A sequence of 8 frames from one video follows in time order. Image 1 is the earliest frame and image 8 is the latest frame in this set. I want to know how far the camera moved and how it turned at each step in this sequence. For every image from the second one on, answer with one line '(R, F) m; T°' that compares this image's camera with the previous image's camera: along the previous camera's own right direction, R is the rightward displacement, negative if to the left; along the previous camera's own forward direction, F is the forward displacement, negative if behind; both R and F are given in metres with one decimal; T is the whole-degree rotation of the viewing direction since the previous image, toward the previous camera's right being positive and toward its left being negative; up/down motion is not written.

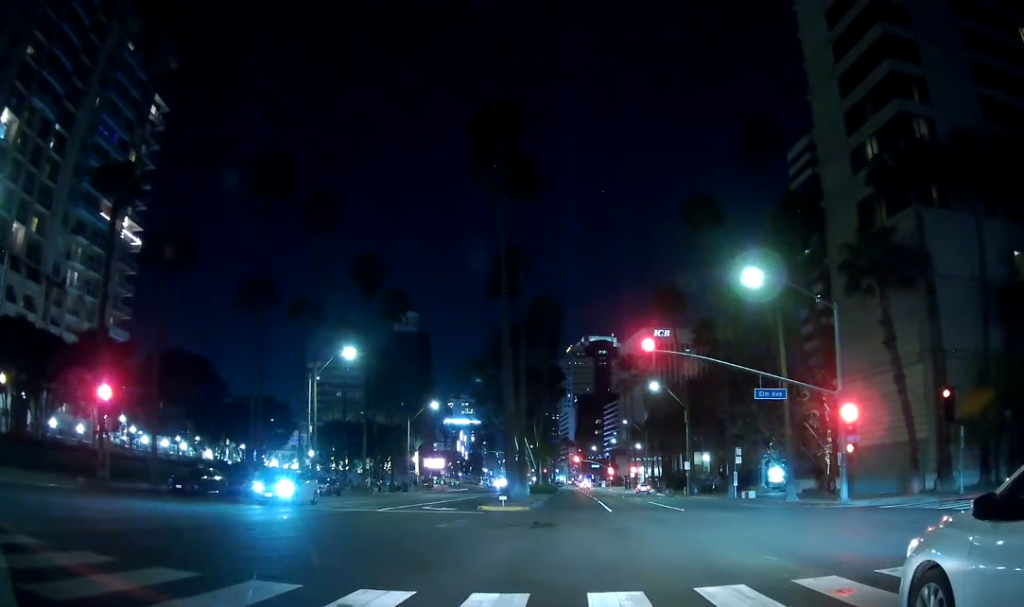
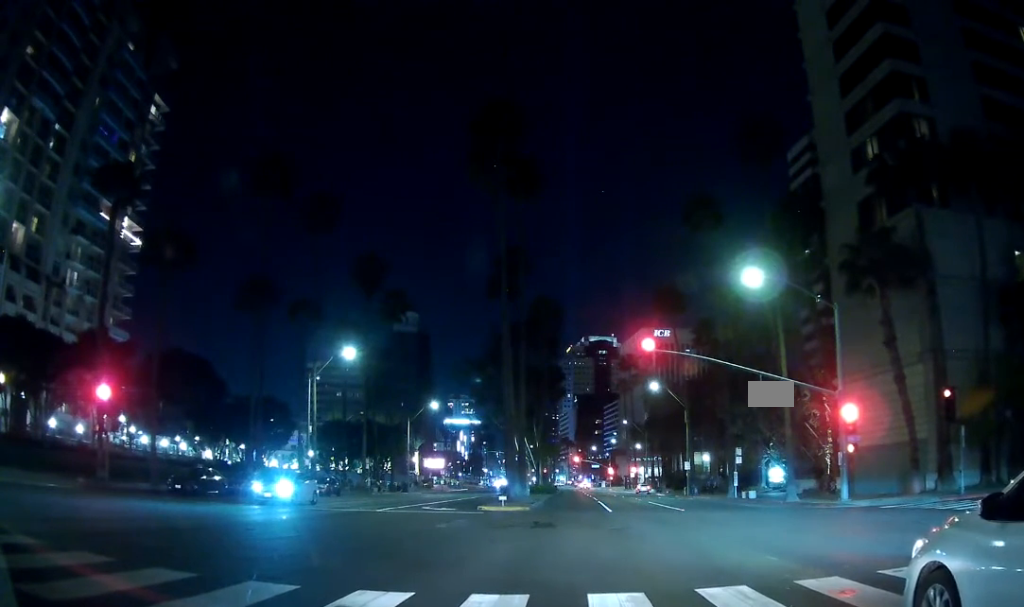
(0.0, 0.0) m; 0°
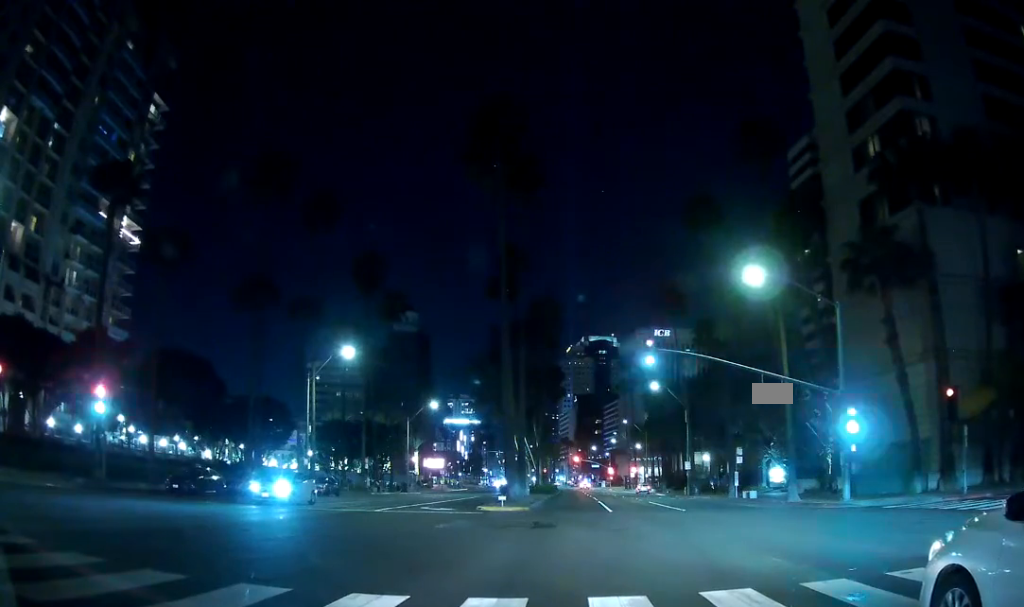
(+0.1, +0.2) m; 0°
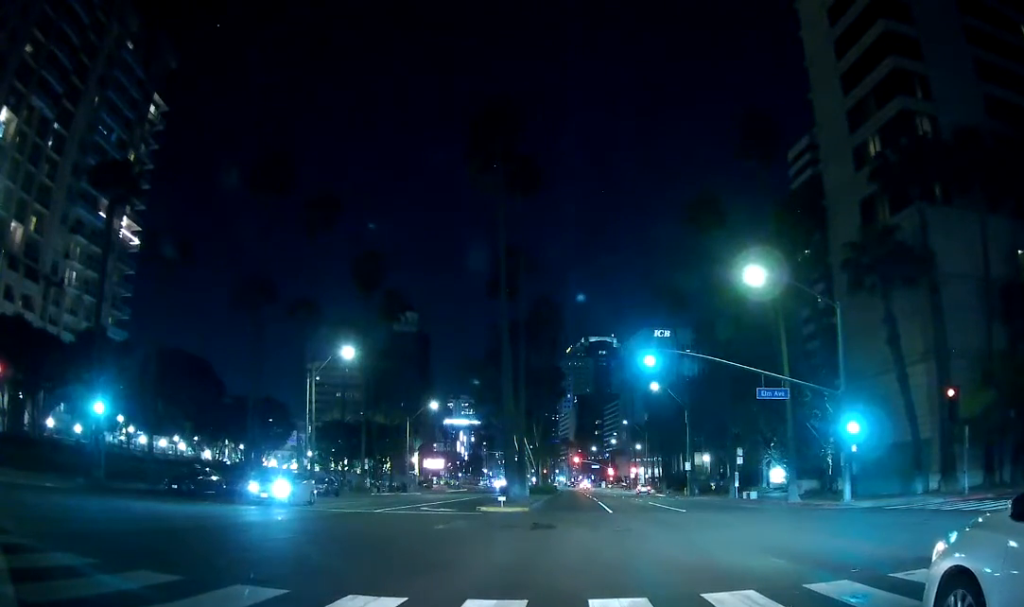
(0.0, 0.0) m; 0°
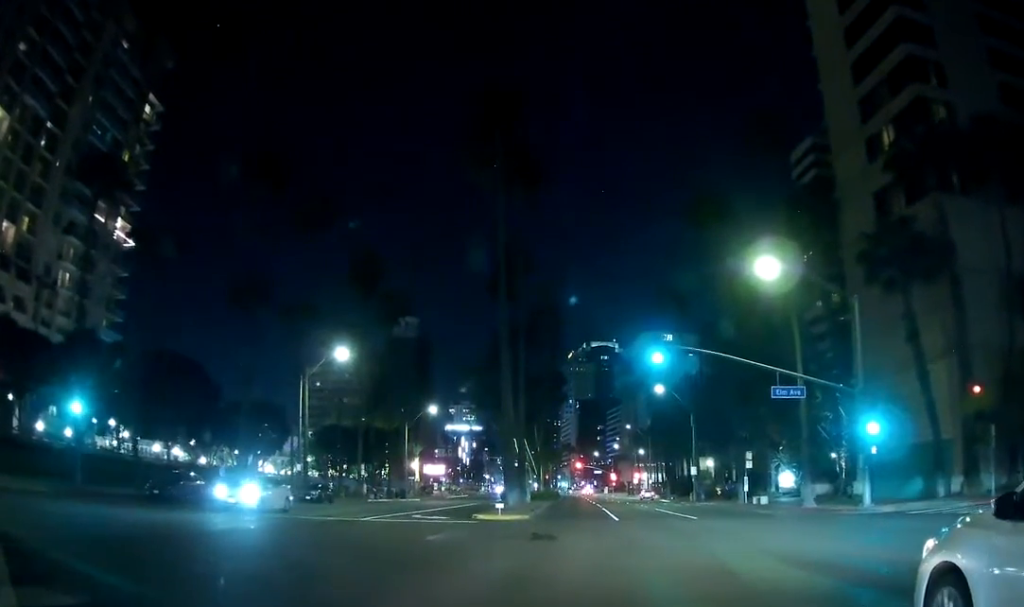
(-0.1, +0.7) m; 0°
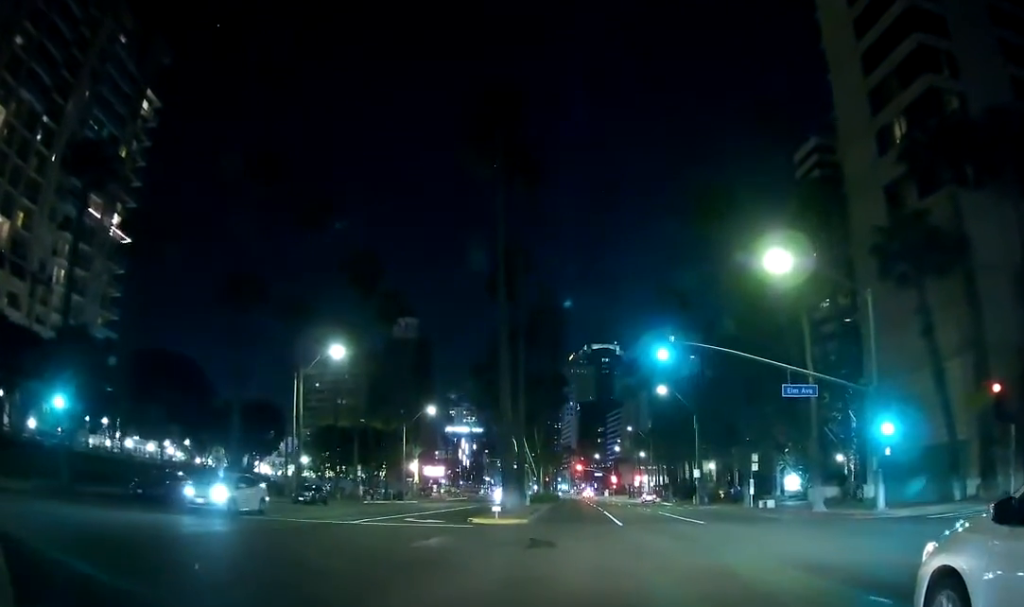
(-0.1, +0.6) m; -2°
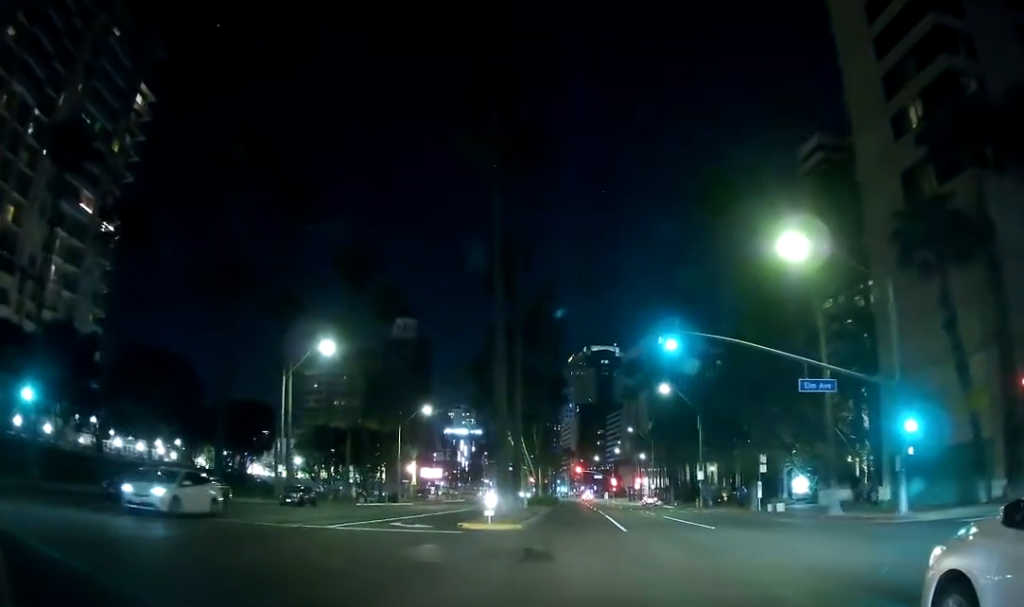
(-0.1, +0.9) m; -5°
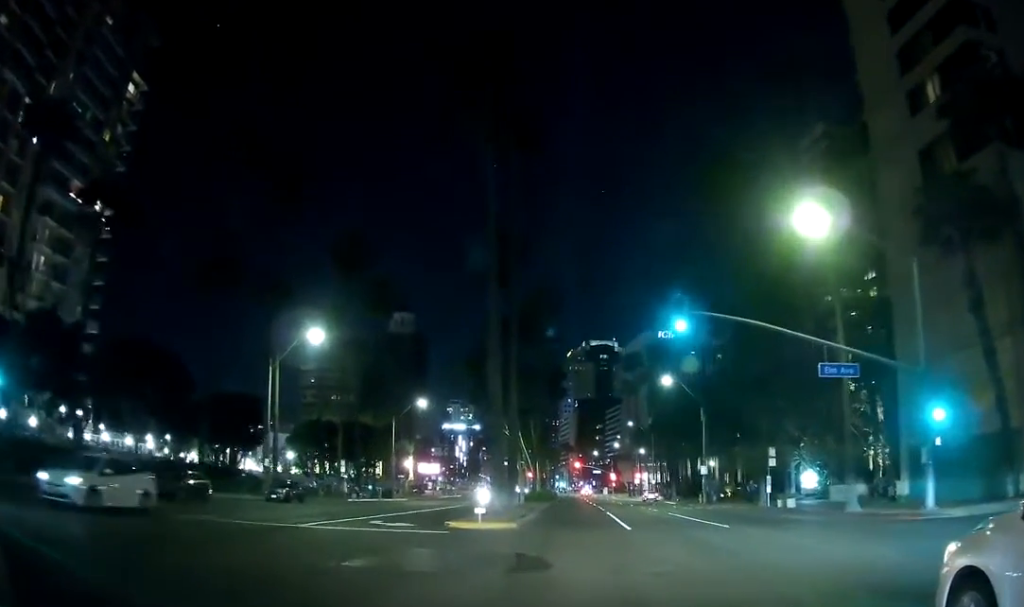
(-0.1, +1.4) m; -2°
